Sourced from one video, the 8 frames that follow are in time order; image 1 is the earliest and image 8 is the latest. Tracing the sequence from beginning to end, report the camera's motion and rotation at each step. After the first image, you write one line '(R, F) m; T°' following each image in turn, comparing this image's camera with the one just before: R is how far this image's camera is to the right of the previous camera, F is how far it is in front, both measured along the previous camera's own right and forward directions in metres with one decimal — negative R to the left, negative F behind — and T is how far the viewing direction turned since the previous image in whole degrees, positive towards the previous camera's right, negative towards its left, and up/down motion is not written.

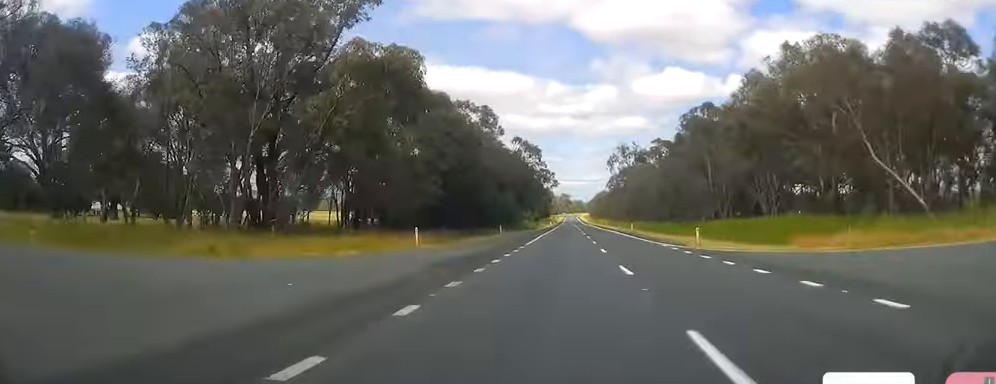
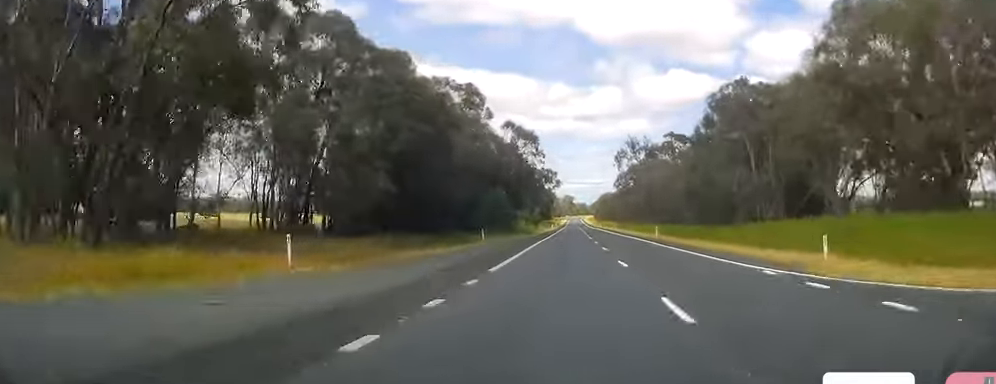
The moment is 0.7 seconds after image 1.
(-0.2, +20.0) m; 0°
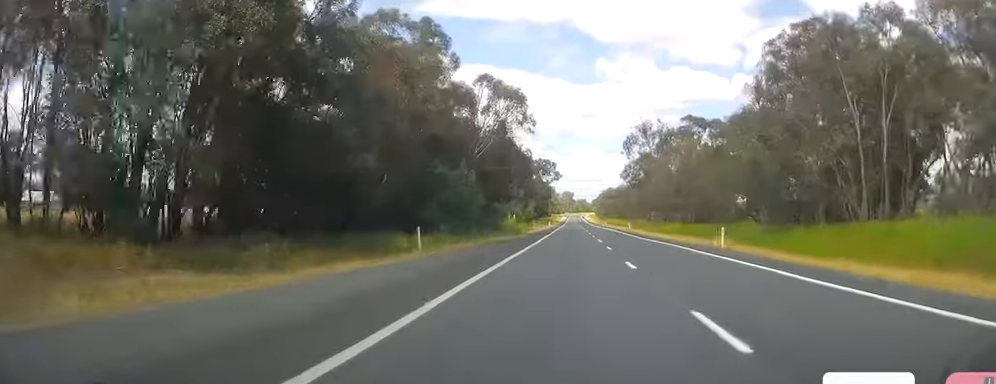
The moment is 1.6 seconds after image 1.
(-0.1, +26.7) m; 0°
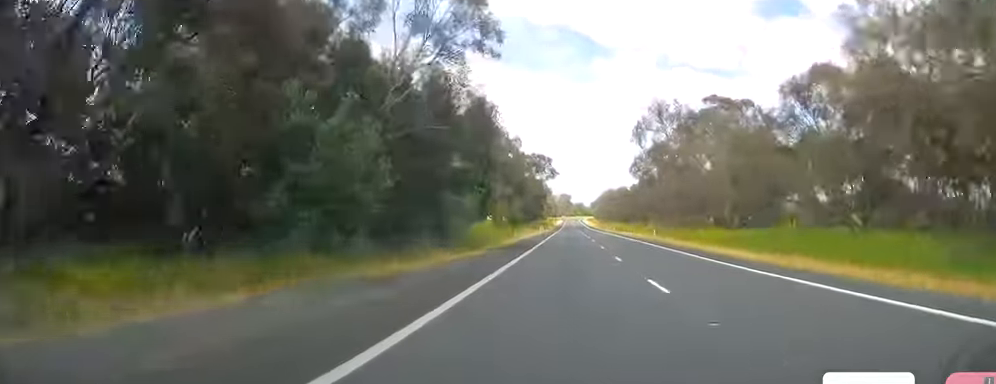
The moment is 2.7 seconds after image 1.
(0.0, +29.5) m; 0°
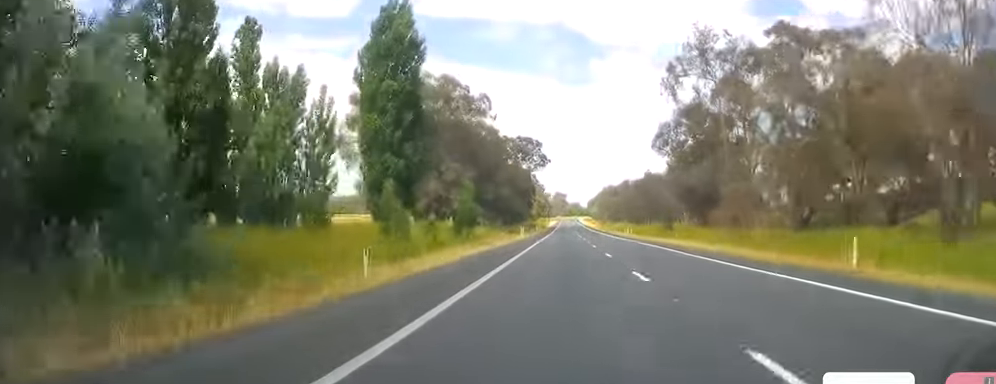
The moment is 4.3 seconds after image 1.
(+0.1, +45.7) m; 0°
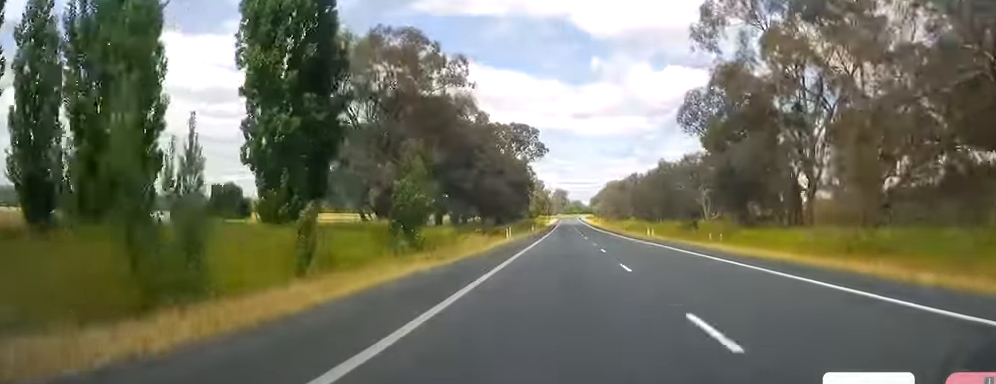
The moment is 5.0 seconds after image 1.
(-0.2, +21.0) m; 0°
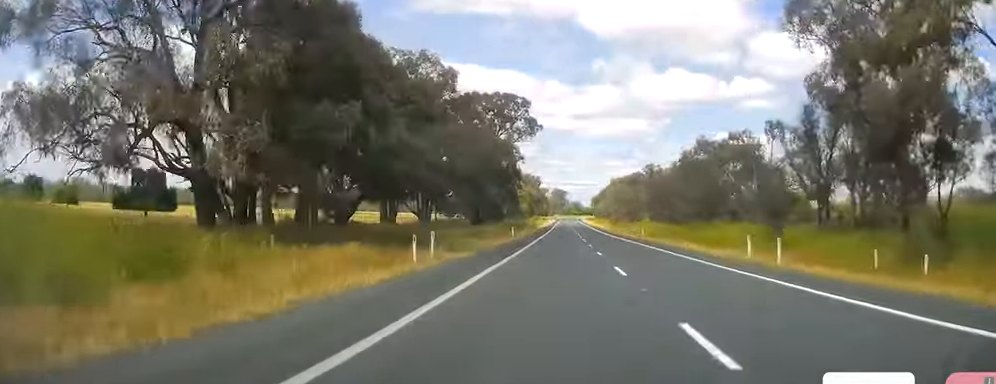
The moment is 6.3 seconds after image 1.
(+0.4, +37.3) m; 0°
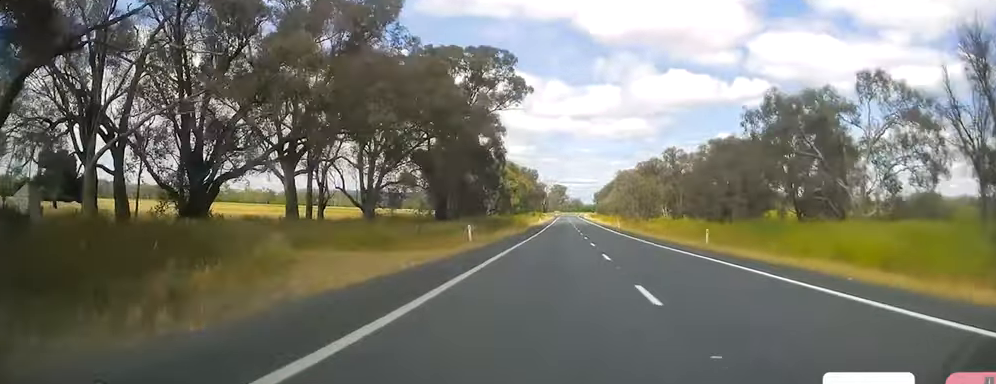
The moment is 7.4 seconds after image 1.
(-0.5, +31.5) m; -1°
